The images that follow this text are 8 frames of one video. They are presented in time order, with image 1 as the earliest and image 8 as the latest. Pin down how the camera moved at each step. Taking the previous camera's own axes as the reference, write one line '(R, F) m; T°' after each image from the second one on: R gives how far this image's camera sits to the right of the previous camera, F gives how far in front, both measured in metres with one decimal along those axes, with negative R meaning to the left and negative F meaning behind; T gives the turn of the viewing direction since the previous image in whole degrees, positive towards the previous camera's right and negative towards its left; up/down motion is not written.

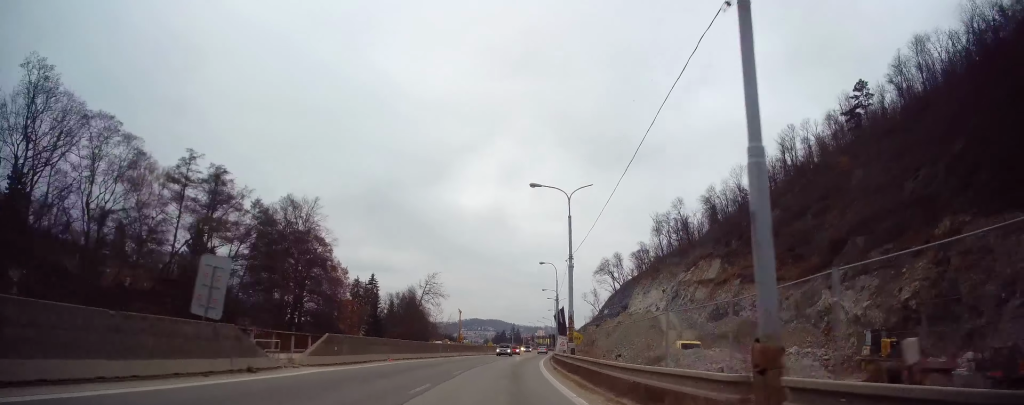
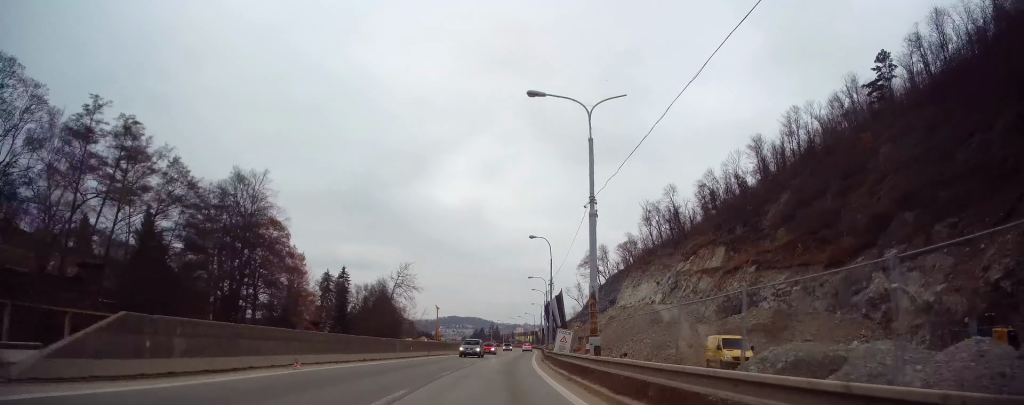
(+0.2, +11.1) m; +2°
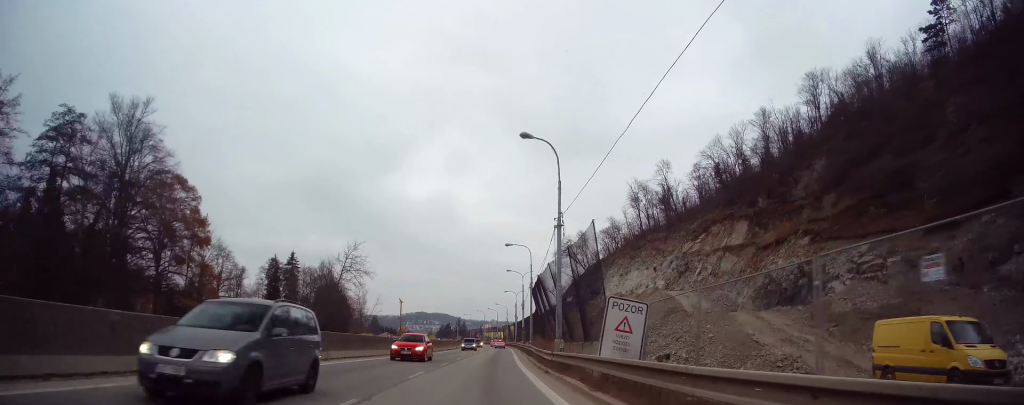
(+0.9, +20.8) m; +3°
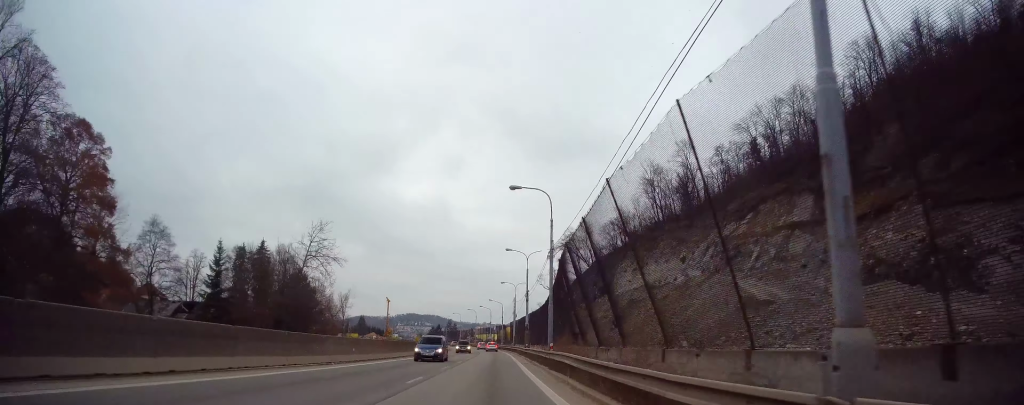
(-0.1, +18.8) m; +2°
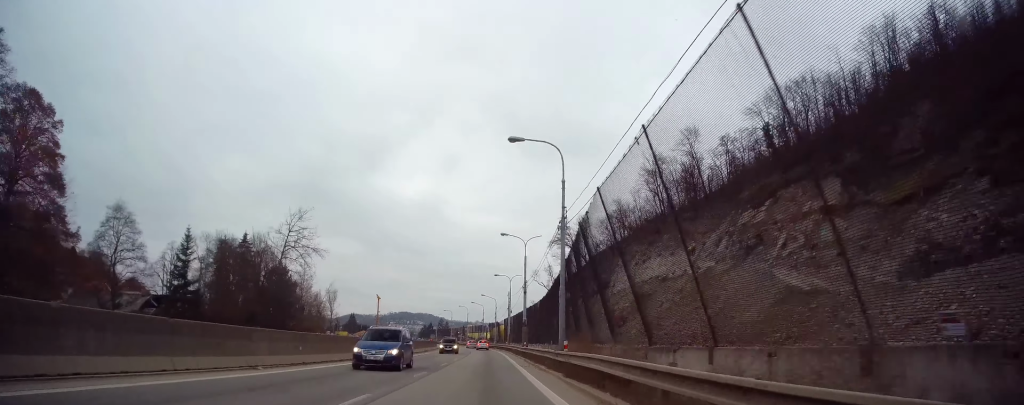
(+0.2, +7.1) m; 0°
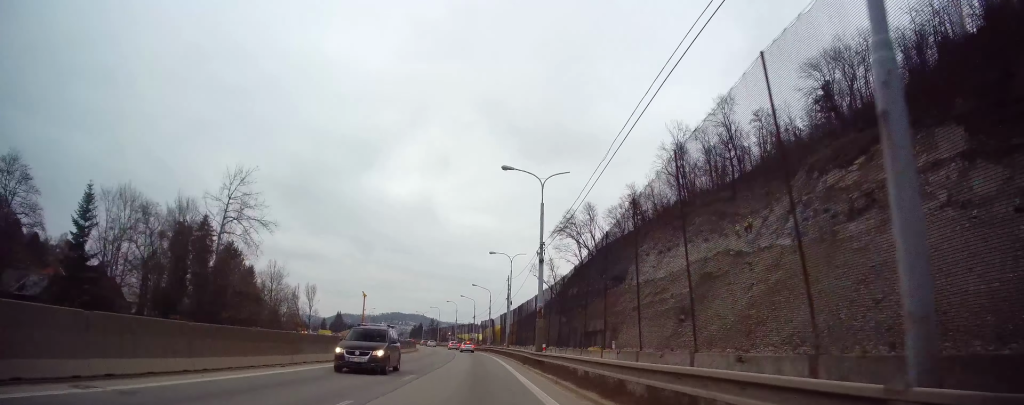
(+0.2, +19.0) m; 0°
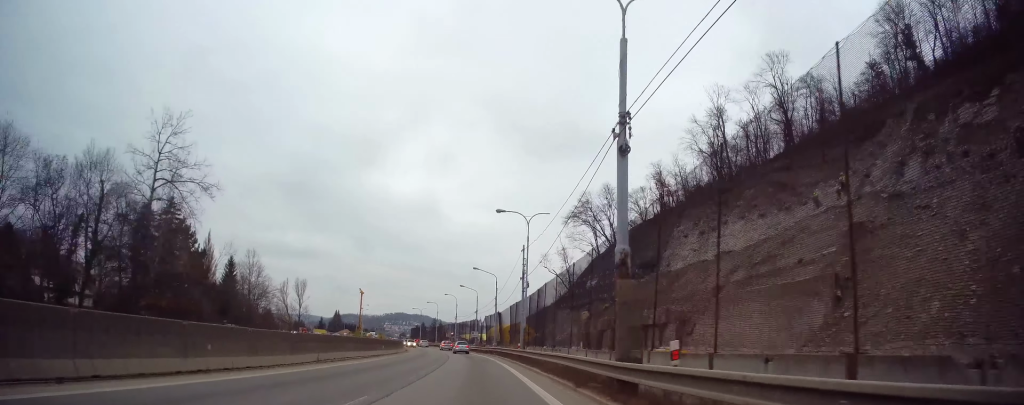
(-0.1, +16.5) m; 0°
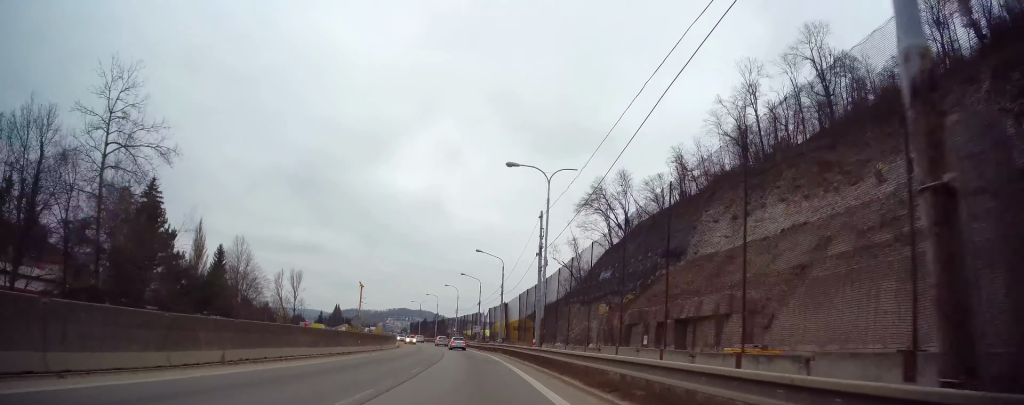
(0.0, +8.4) m; 0°
